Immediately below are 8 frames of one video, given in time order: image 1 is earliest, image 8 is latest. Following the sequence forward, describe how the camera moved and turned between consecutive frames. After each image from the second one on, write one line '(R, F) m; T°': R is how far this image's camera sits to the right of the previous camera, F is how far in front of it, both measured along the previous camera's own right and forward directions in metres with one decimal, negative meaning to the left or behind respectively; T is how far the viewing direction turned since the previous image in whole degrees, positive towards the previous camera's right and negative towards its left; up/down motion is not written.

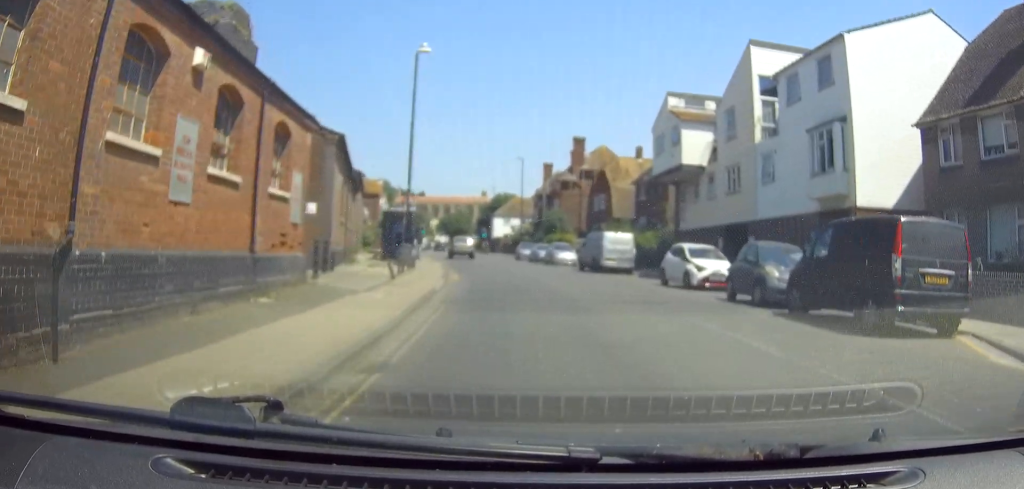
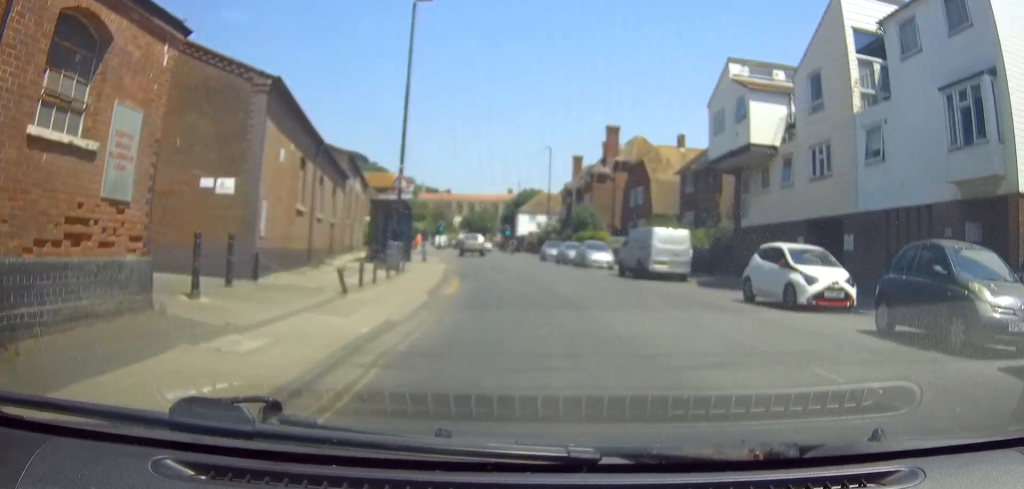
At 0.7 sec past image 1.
(-0.1, +7.4) m; -2°
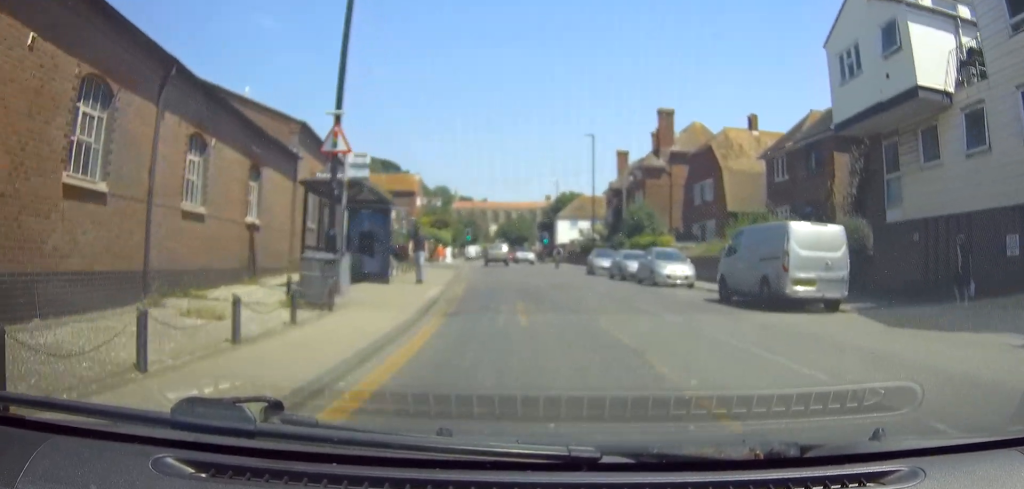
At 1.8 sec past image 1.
(-0.3, +11.3) m; -2°
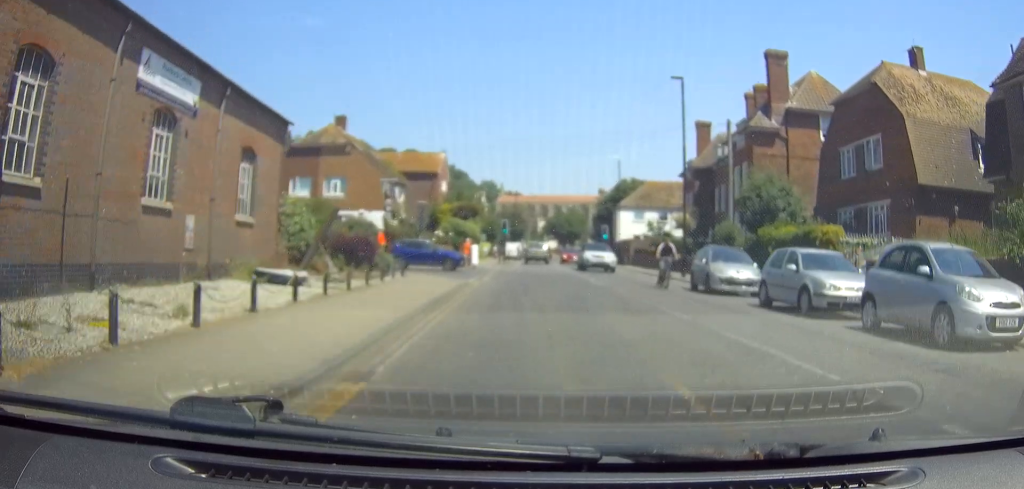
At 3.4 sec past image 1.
(-0.5, +17.6) m; -4°
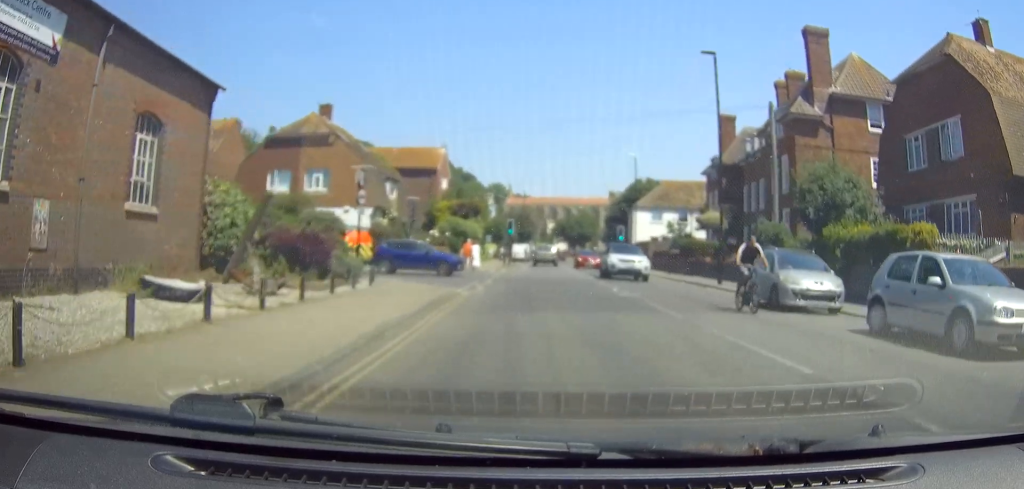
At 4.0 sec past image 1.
(-0.1, +5.6) m; 0°
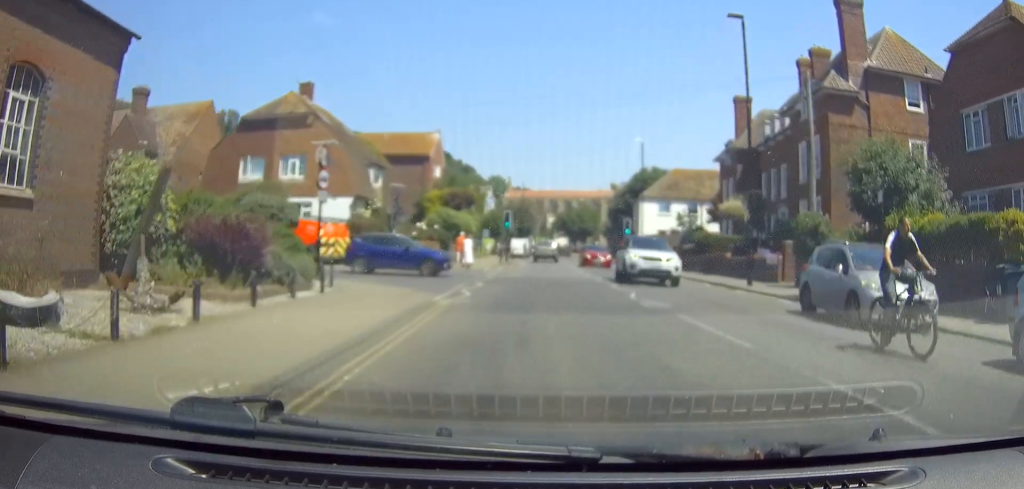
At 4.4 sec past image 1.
(-0.1, +4.2) m; 0°
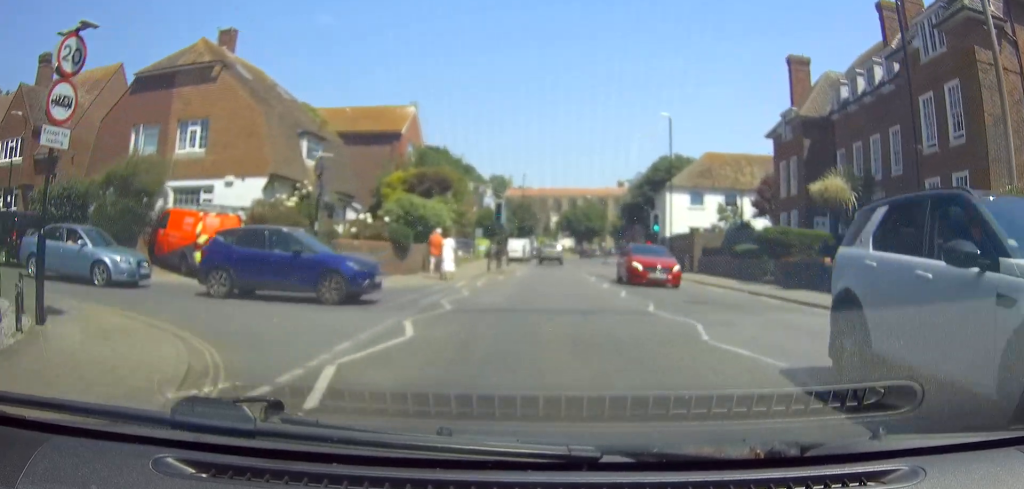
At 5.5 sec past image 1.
(+0.1, +11.8) m; +1°
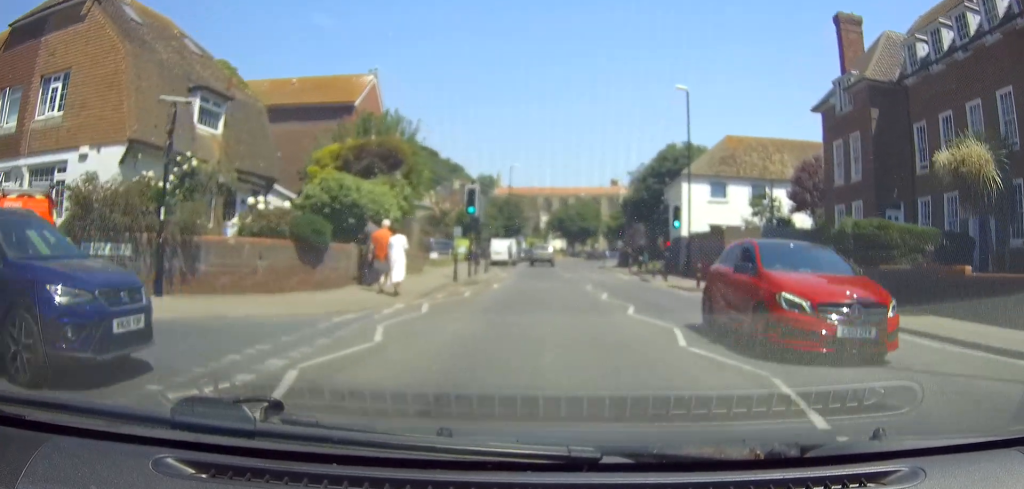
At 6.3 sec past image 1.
(+0.1, +8.6) m; +1°
